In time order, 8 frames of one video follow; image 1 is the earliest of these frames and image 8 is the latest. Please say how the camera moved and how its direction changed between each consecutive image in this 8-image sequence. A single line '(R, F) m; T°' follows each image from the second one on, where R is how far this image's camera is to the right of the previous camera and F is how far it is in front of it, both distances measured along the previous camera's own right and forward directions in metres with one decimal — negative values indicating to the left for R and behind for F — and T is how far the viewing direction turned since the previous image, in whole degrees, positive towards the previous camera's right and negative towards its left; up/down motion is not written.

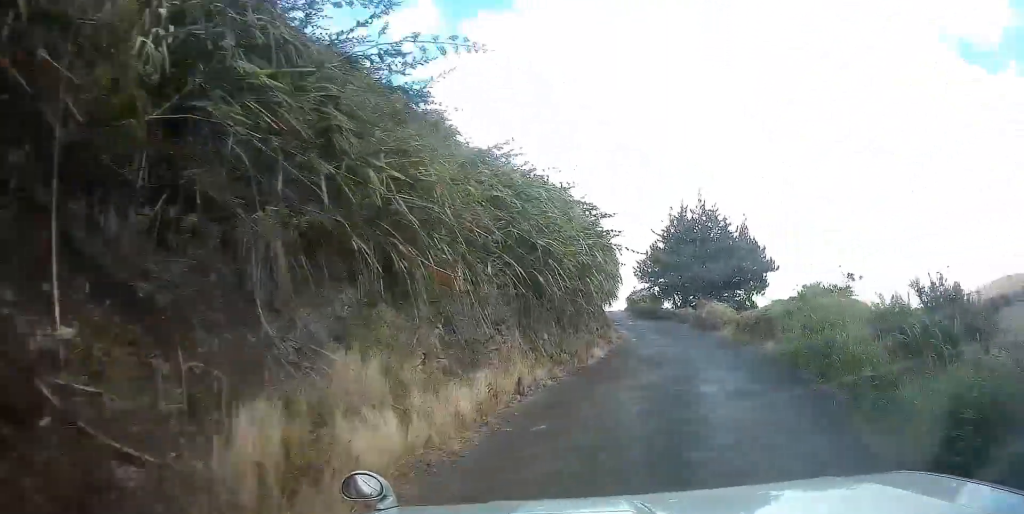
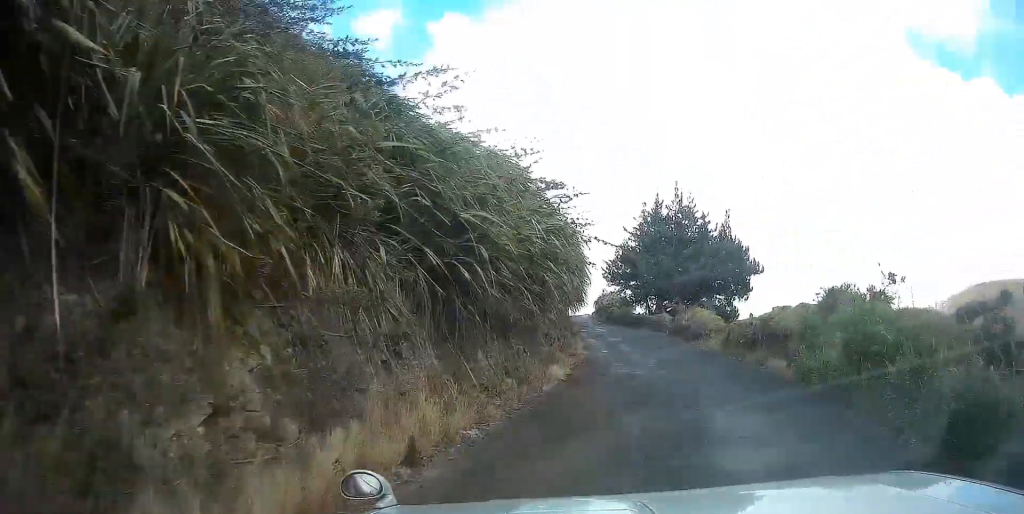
(+0.7, +4.3) m; +4°
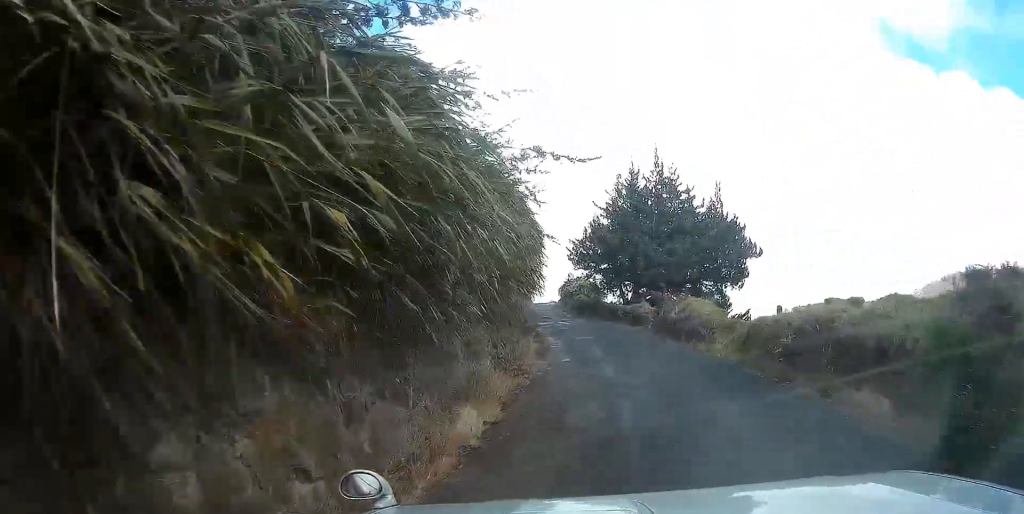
(+0.6, +7.0) m; +4°
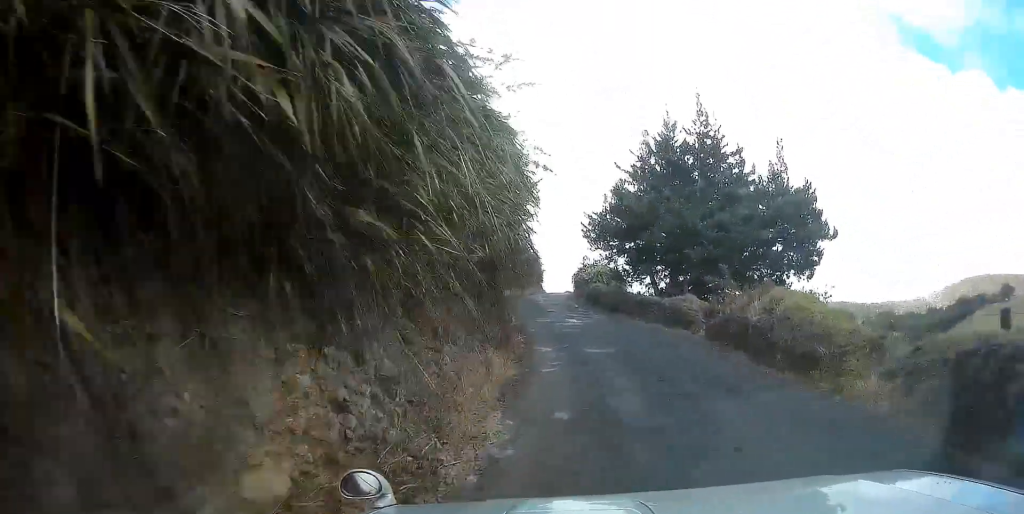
(-0.1, +8.7) m; -3°
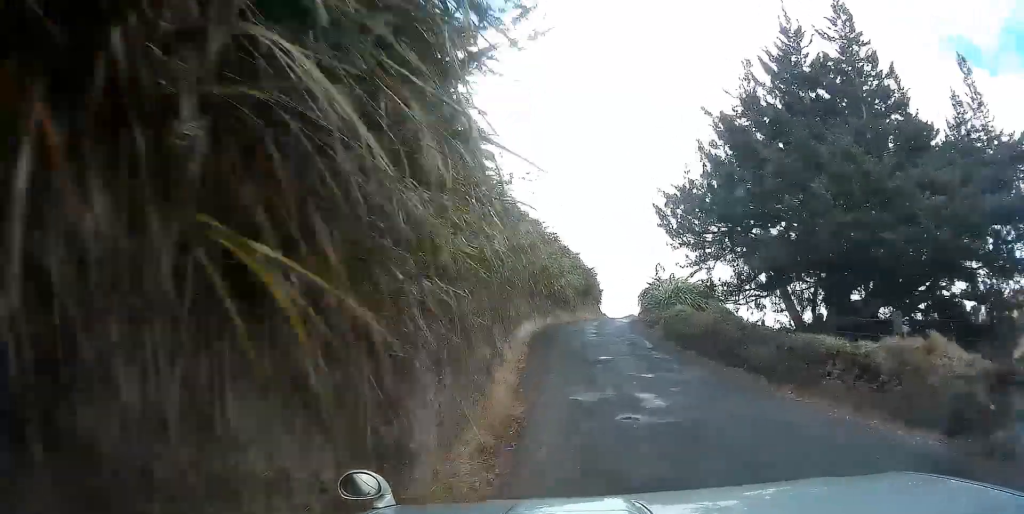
(-0.5, +12.0) m; -3°
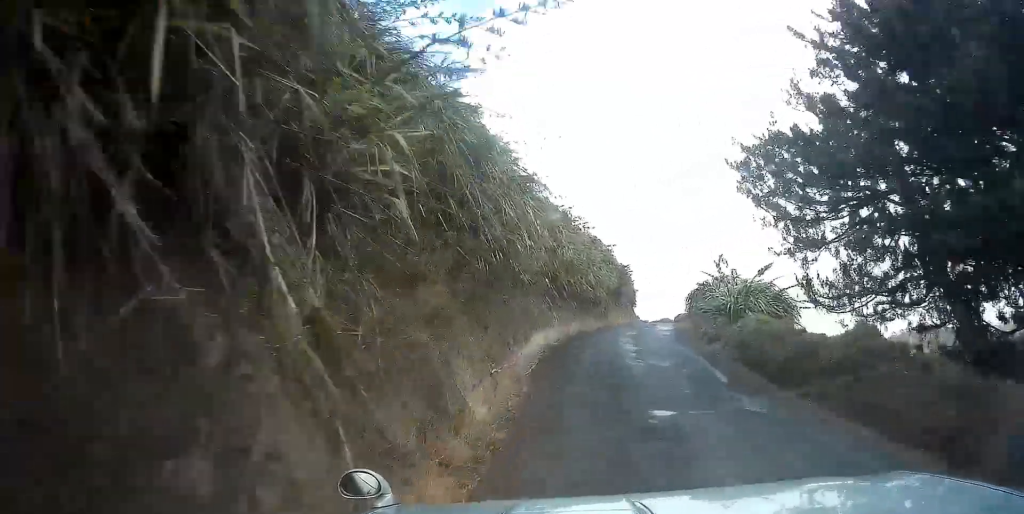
(-0.1, +6.5) m; -1°
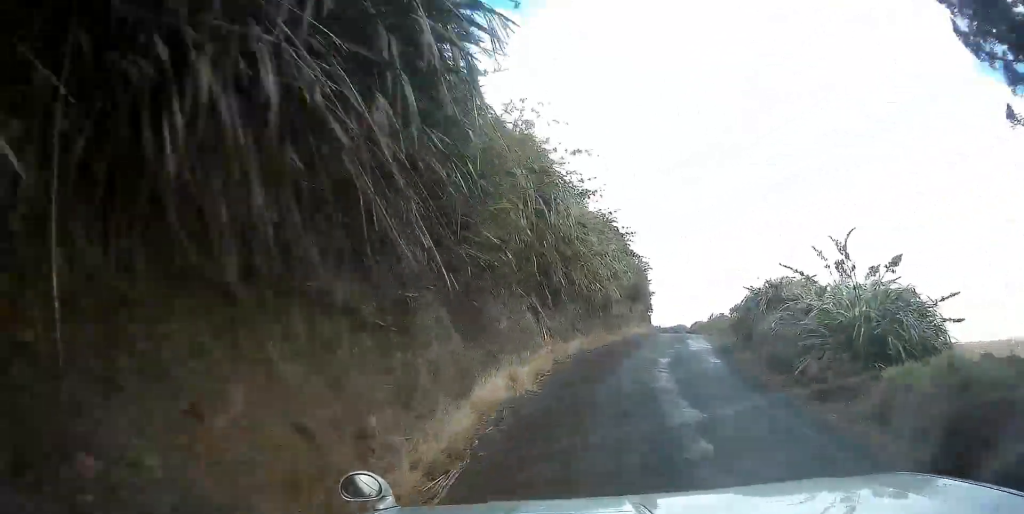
(-0.1, +8.0) m; +1°
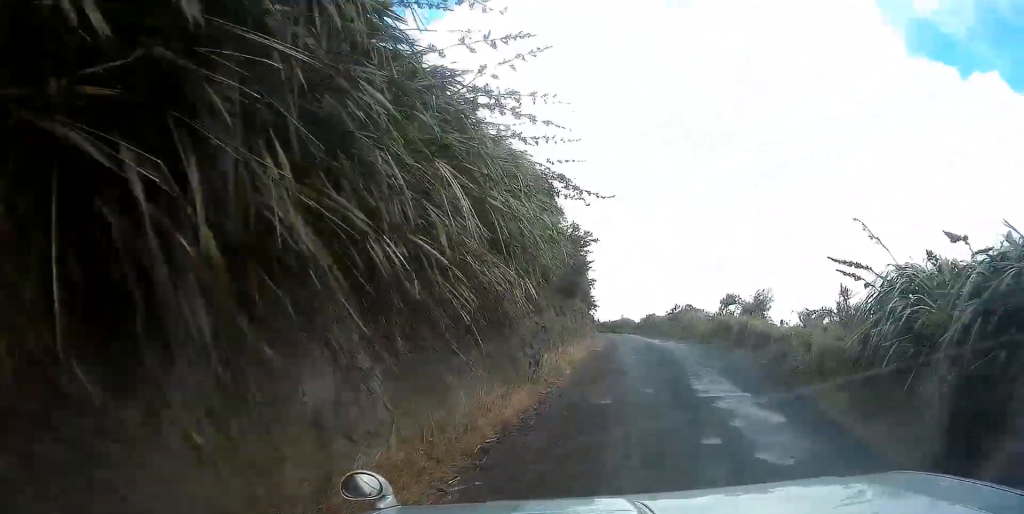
(+0.5, +13.3) m; +5°
